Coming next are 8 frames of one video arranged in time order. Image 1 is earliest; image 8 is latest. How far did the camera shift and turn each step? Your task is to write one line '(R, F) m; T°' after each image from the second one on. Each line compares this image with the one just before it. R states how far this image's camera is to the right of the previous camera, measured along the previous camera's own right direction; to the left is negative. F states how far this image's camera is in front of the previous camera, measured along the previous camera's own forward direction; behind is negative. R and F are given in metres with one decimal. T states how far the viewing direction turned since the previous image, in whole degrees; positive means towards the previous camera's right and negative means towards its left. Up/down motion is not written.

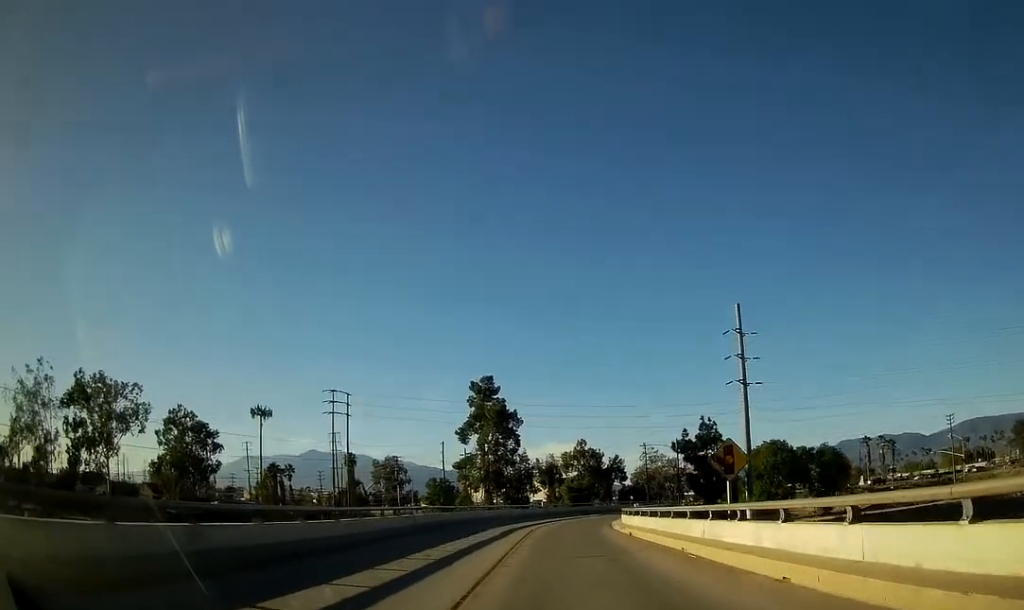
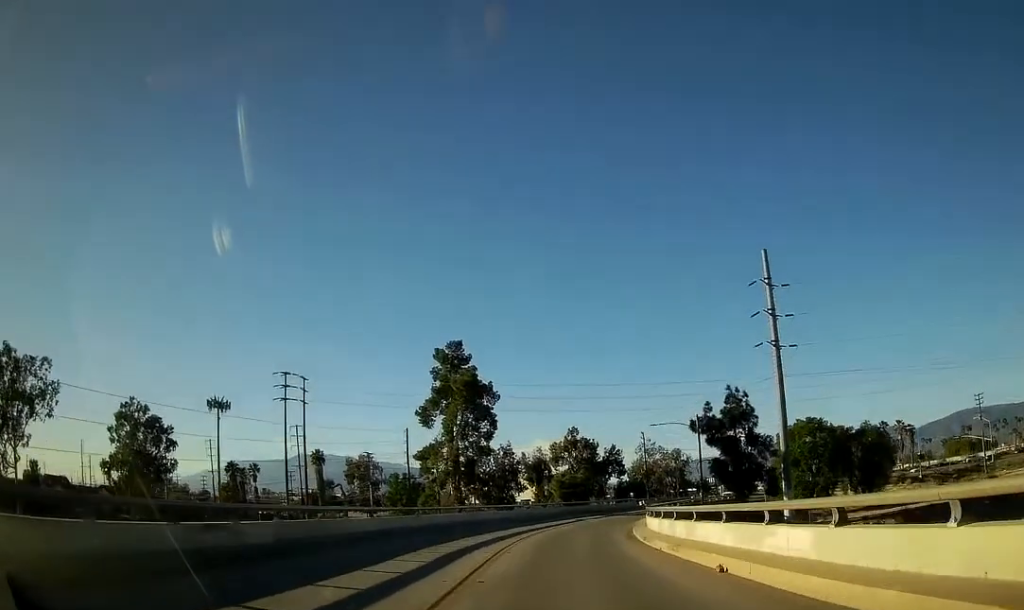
(-0.2, +19.2) m; +7°
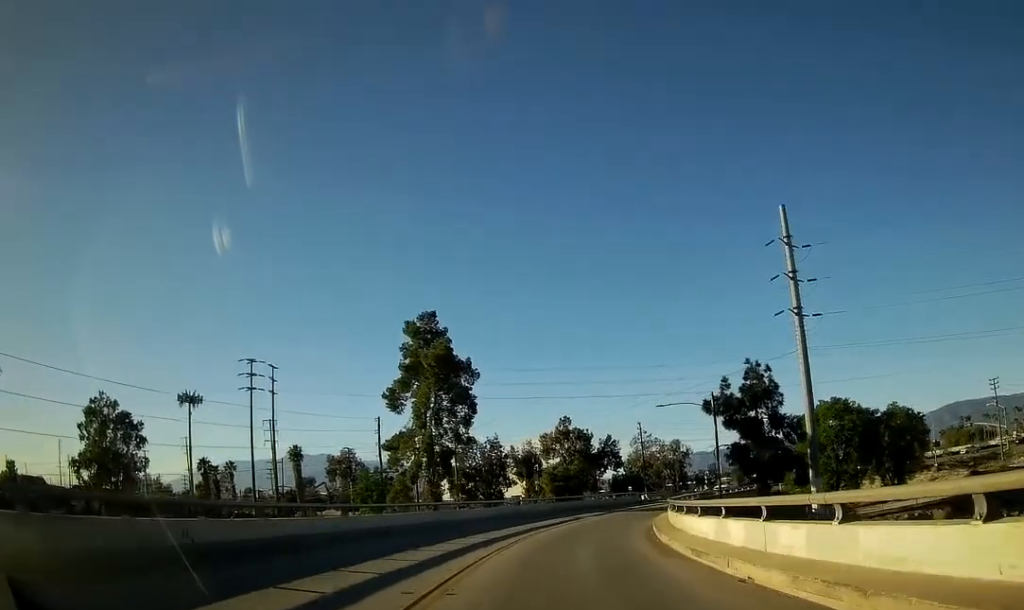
(+0.2, +9.9) m; +7°
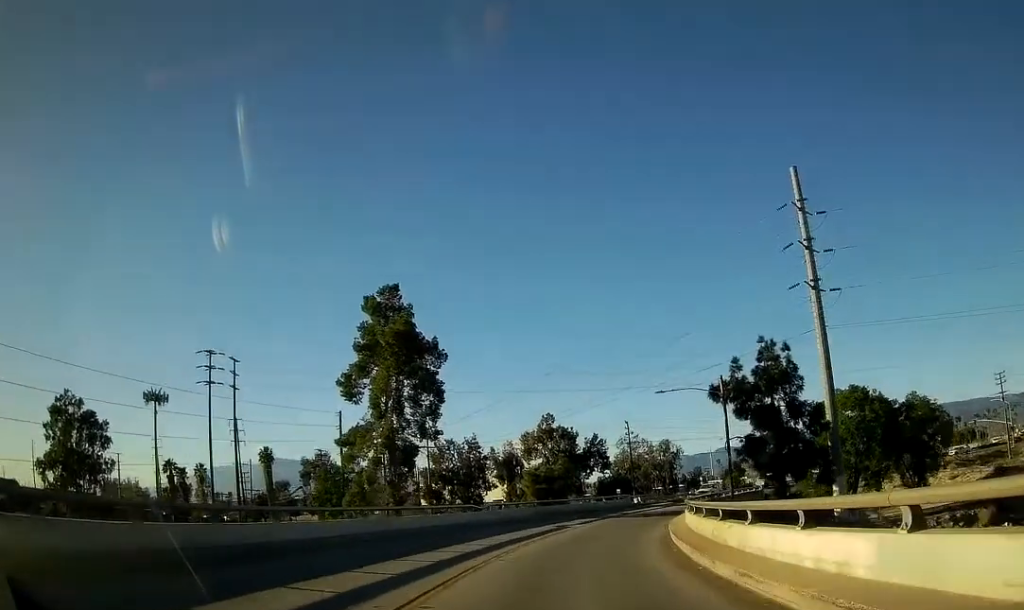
(+1.3, +8.6) m; +5°
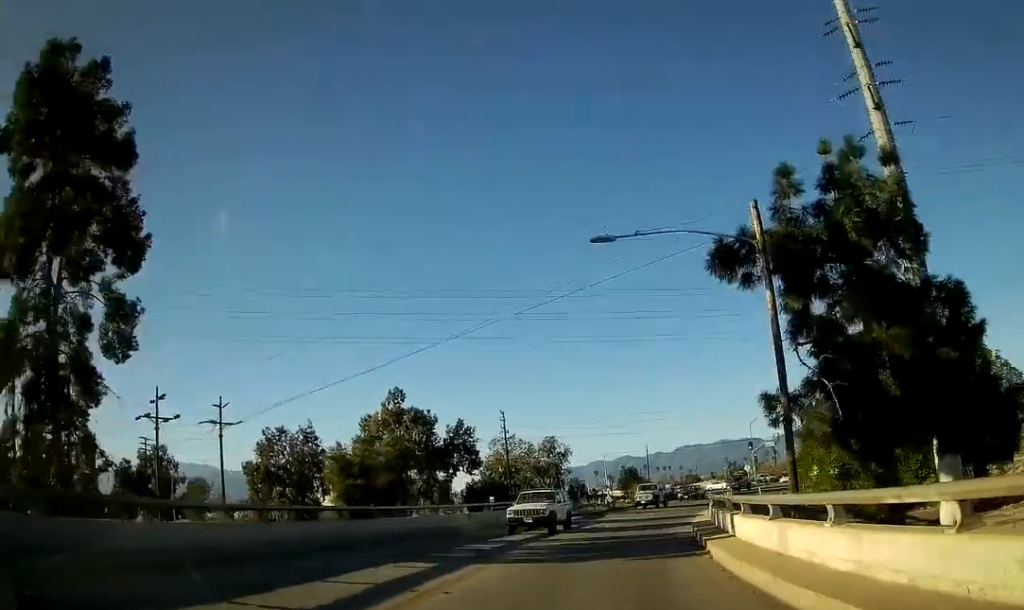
(+1.9, +28.6) m; -1°
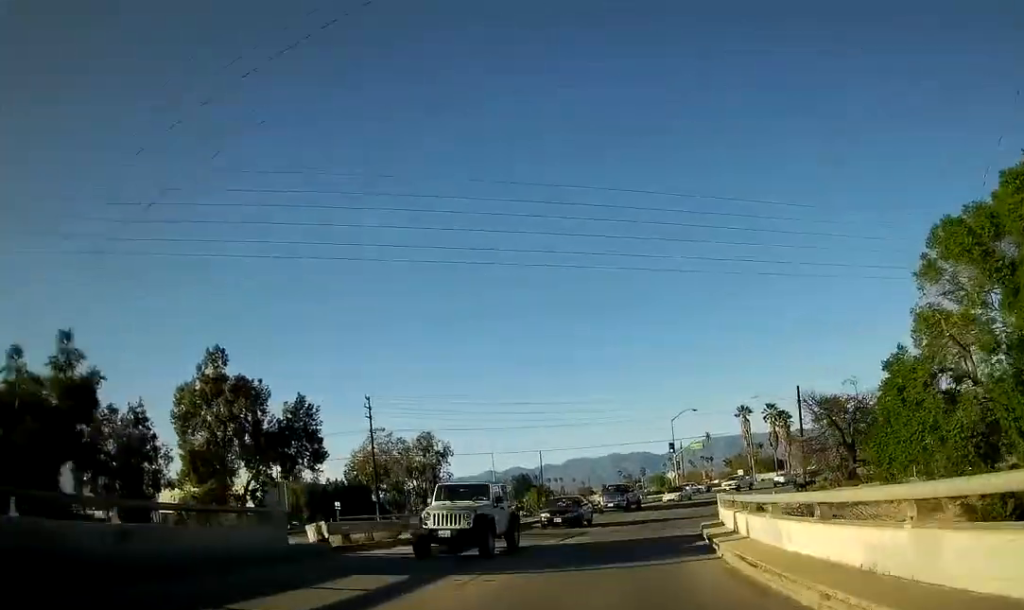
(-2.0, +21.0) m; -4°
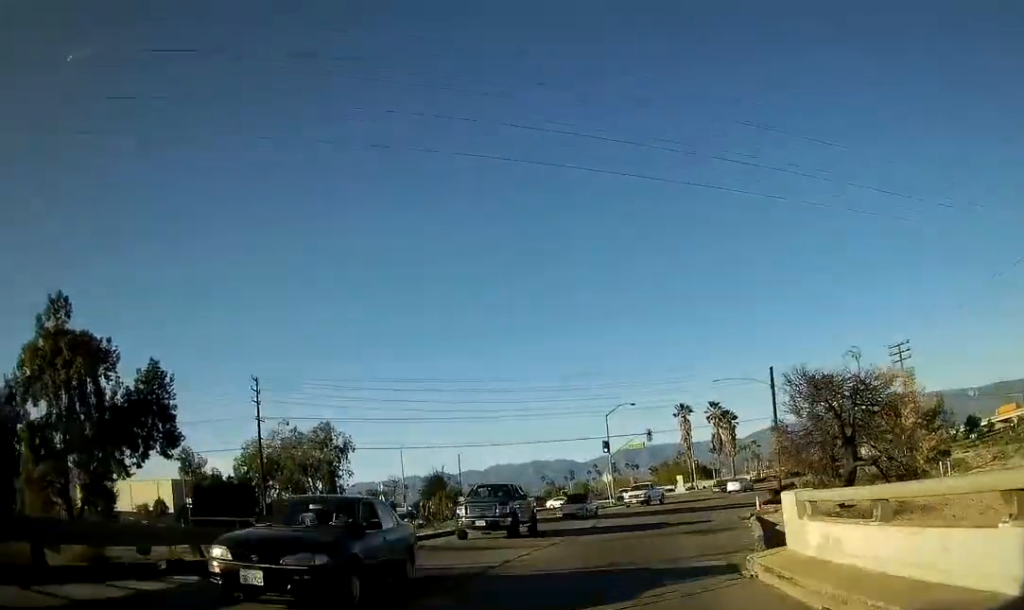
(0.0, +14.0) m; +9°
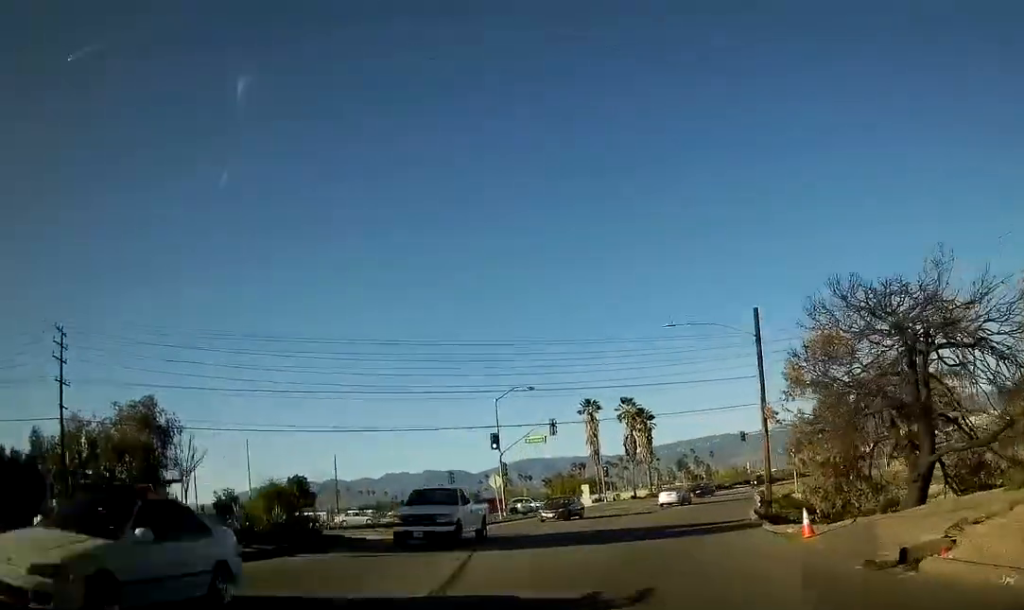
(+4.4, +20.3) m; +19°
